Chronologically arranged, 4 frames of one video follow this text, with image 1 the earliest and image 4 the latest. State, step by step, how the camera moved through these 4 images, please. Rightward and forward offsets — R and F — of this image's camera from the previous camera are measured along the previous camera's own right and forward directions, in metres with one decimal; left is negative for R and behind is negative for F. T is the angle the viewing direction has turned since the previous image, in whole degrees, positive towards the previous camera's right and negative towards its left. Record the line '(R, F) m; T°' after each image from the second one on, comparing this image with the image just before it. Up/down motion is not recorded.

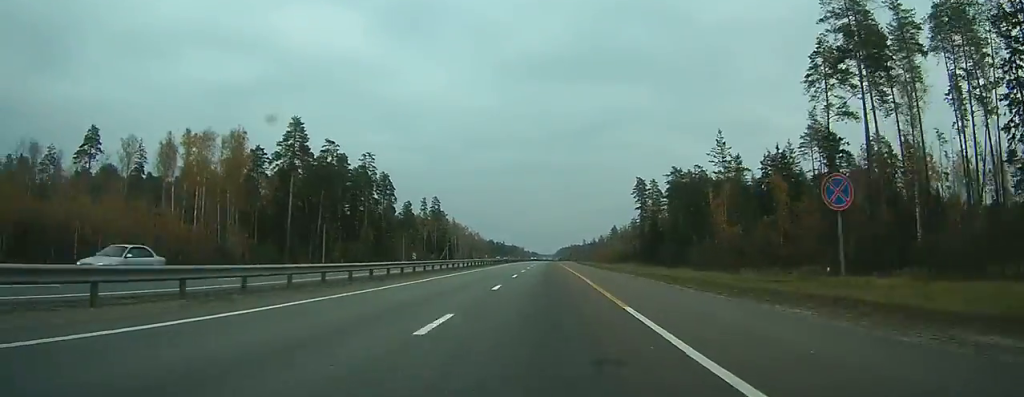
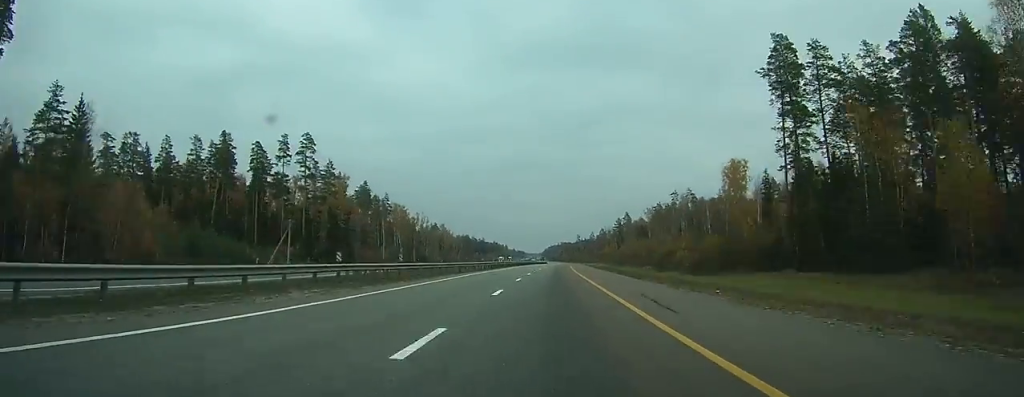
(+1.2, +127.5) m; +1°
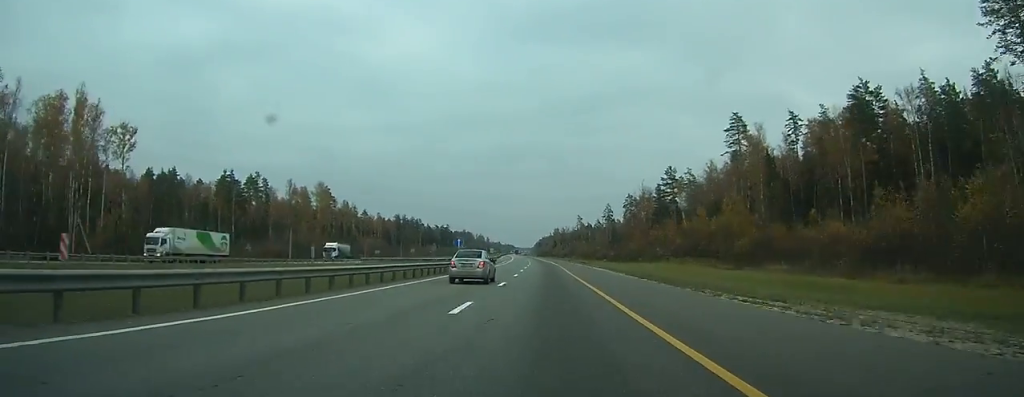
(+5.2, +235.1) m; +1°
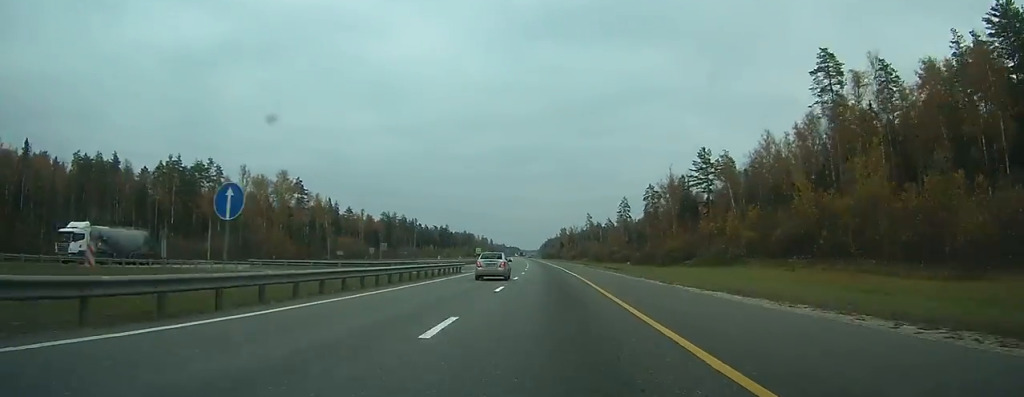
(-0.3, +40.1) m; -1°
